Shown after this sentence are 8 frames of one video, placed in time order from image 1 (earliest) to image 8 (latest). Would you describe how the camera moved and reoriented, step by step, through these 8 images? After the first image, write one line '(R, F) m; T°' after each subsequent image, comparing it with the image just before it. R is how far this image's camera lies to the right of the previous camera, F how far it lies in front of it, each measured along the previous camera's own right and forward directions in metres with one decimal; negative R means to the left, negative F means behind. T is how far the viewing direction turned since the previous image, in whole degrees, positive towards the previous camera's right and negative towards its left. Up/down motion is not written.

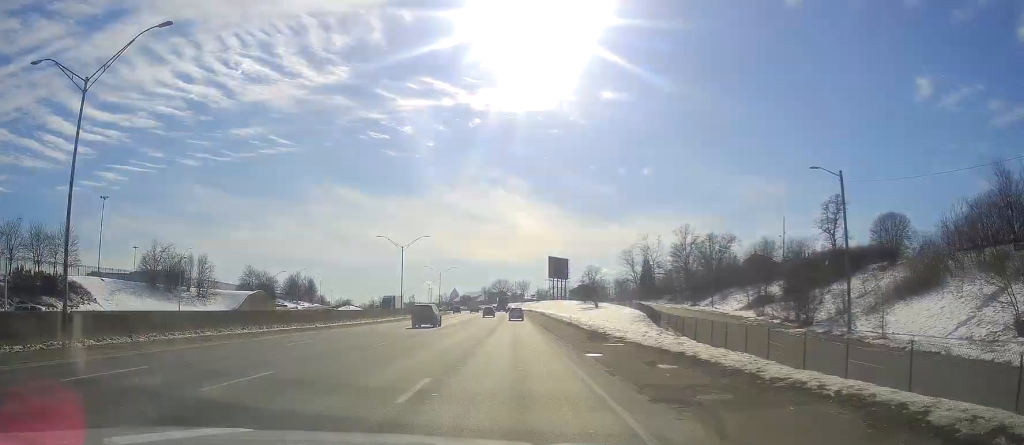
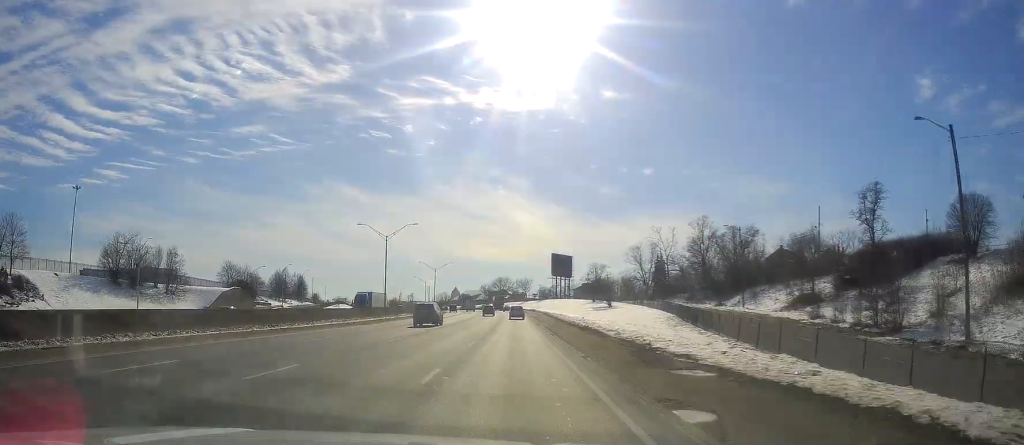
(+0.2, +12.8) m; 0°
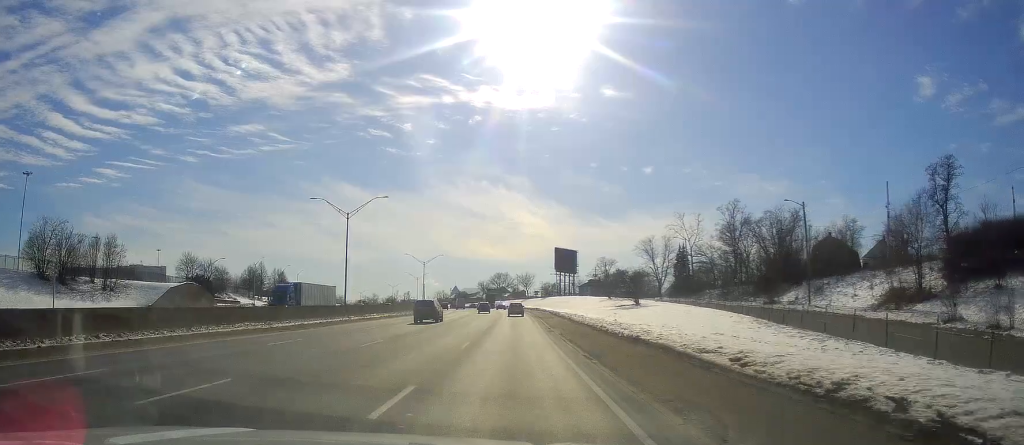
(-0.3, +18.8) m; 0°
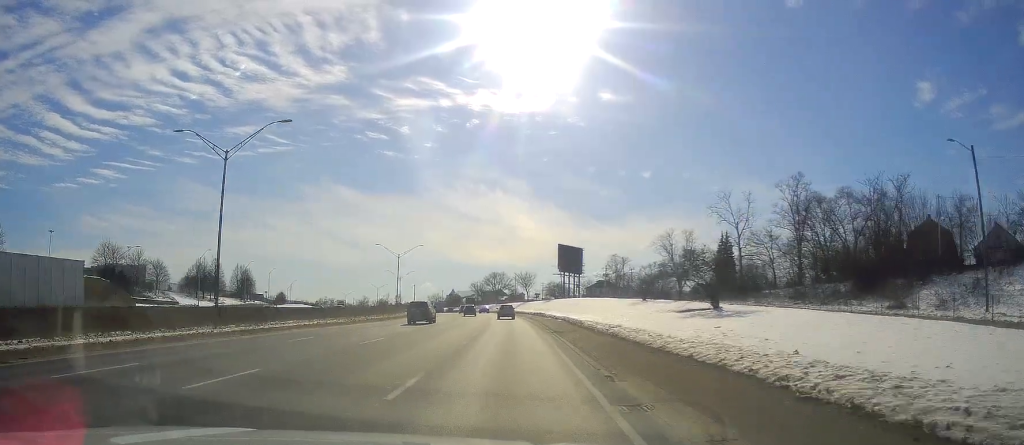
(0.0, +26.3) m; 0°
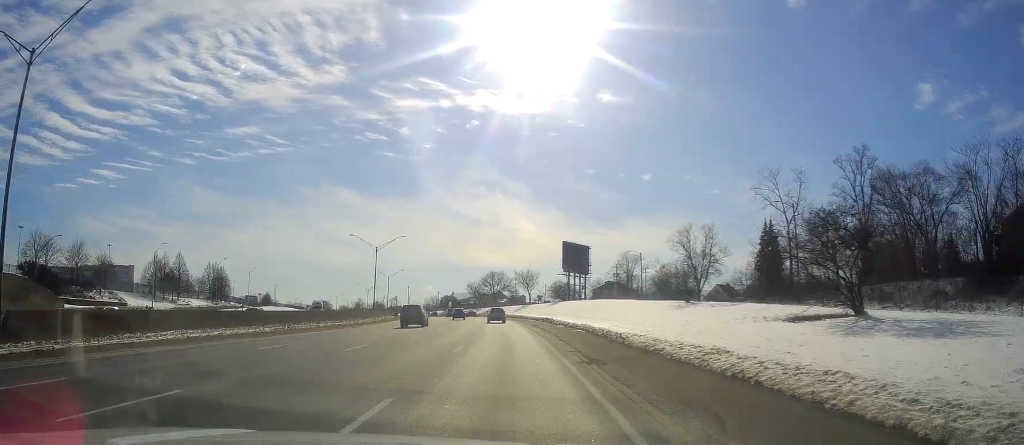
(+0.1, +16.8) m; 0°
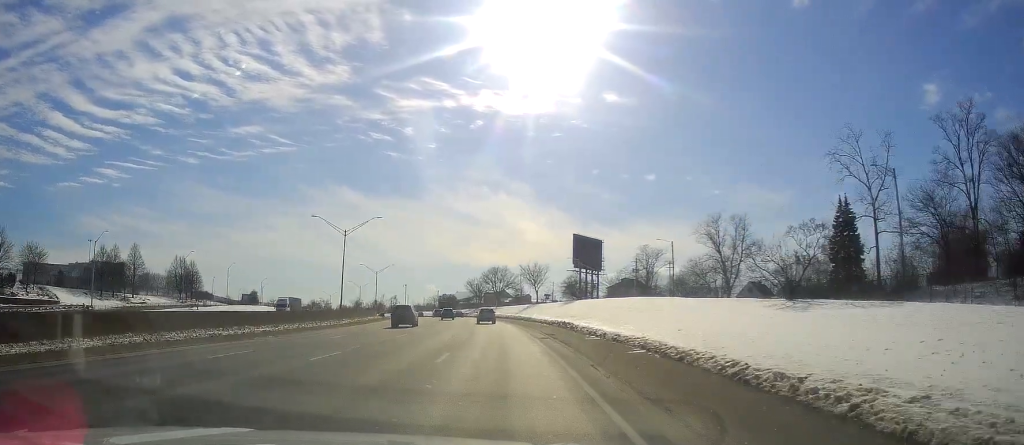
(0.0, +18.4) m; 0°
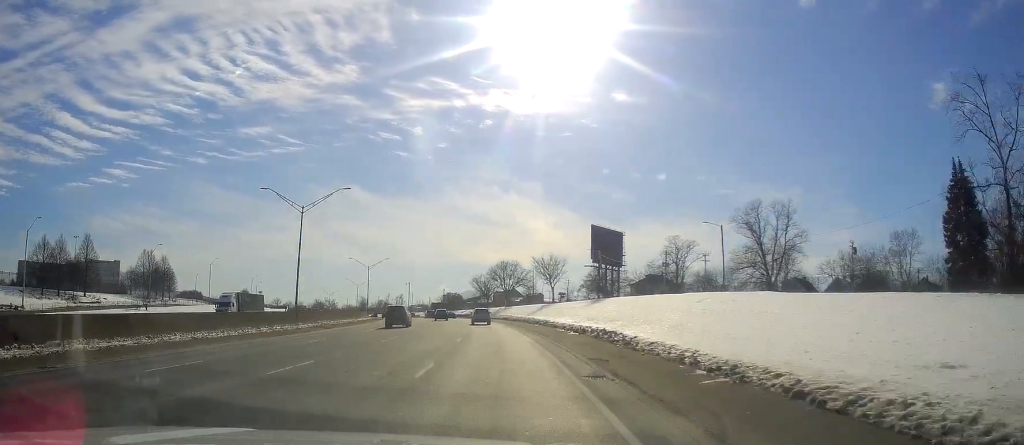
(0.0, +19.4) m; -1°
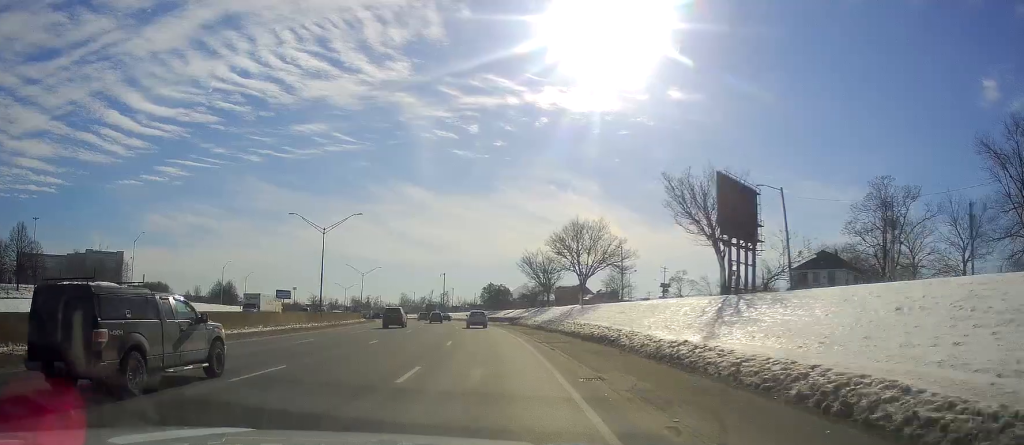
(-2.3, +61.3) m; -5°
